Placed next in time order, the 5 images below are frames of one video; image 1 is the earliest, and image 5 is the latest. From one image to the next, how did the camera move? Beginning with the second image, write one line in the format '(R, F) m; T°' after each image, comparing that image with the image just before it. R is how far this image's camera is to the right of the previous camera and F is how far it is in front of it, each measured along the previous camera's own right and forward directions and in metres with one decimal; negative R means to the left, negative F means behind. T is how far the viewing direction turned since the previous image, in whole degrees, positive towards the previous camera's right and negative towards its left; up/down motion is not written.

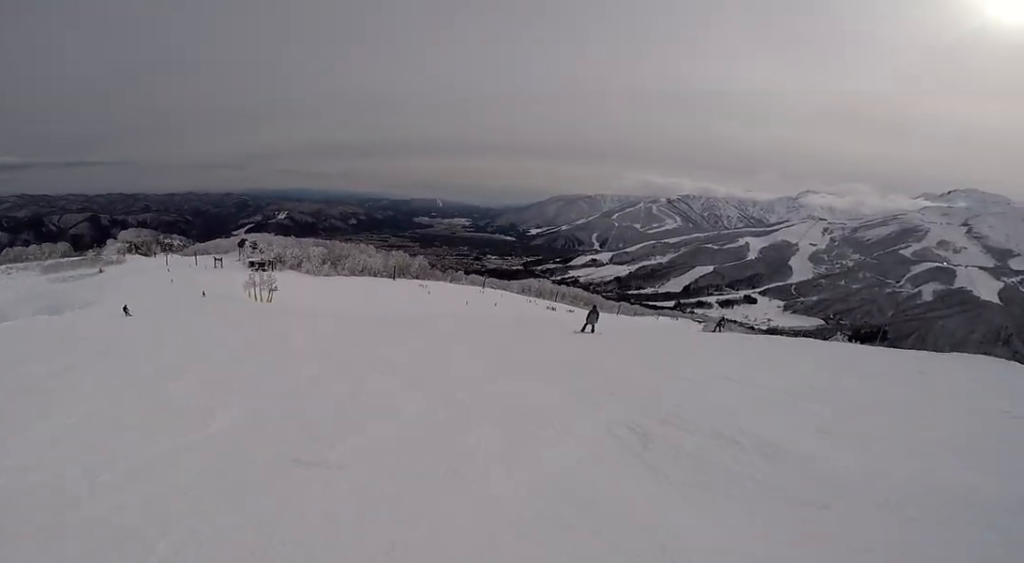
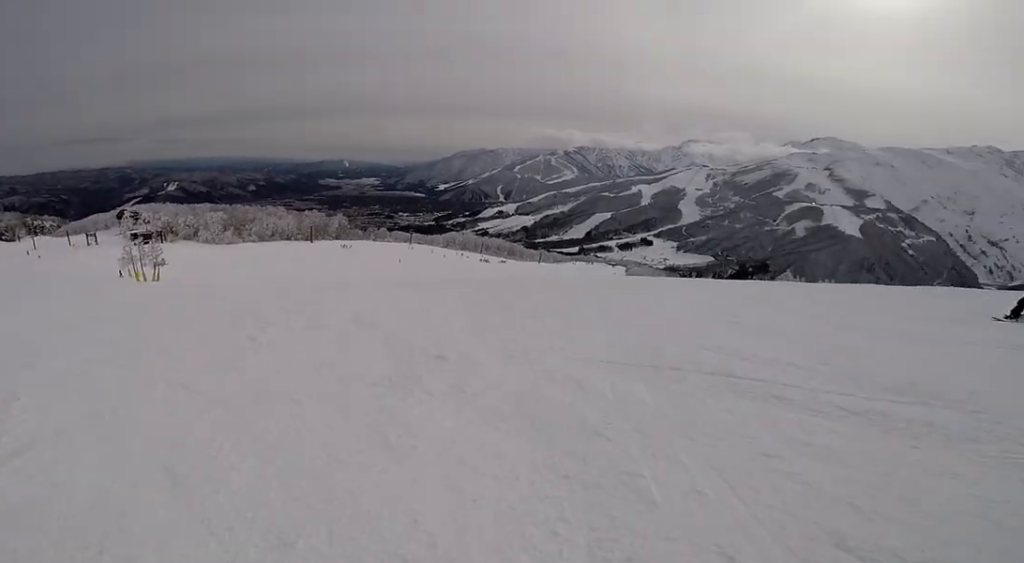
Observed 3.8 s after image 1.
(-3.9, +19.6) m; +22°
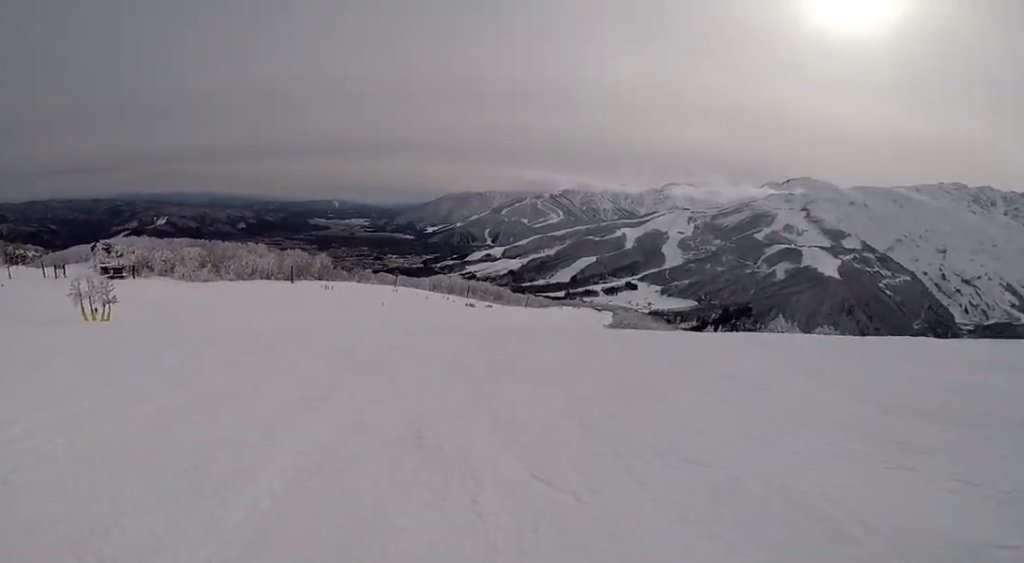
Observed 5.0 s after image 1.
(-0.7, +6.4) m; -14°
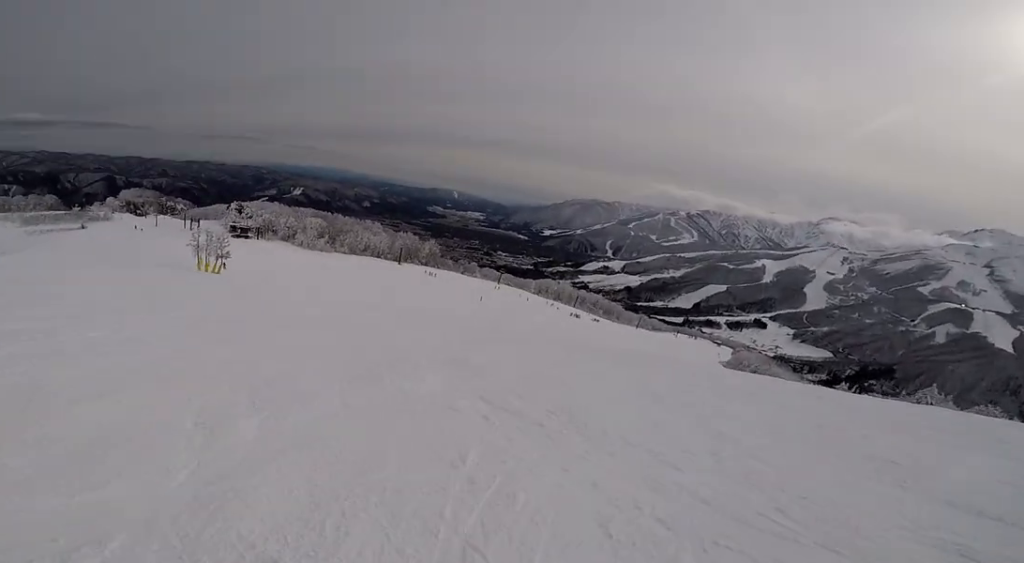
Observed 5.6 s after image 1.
(+0.1, +3.2) m; -13°
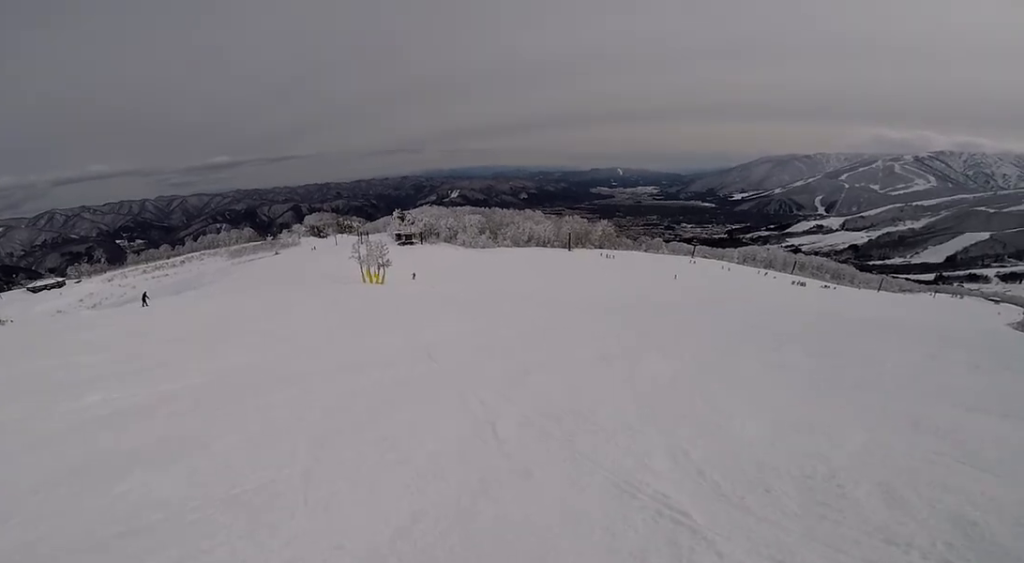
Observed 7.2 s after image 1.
(-2.8, +8.1) m; -15°
